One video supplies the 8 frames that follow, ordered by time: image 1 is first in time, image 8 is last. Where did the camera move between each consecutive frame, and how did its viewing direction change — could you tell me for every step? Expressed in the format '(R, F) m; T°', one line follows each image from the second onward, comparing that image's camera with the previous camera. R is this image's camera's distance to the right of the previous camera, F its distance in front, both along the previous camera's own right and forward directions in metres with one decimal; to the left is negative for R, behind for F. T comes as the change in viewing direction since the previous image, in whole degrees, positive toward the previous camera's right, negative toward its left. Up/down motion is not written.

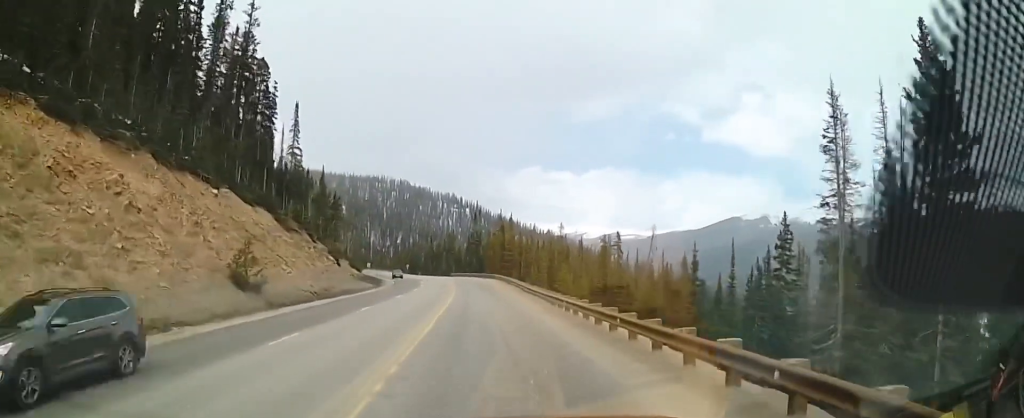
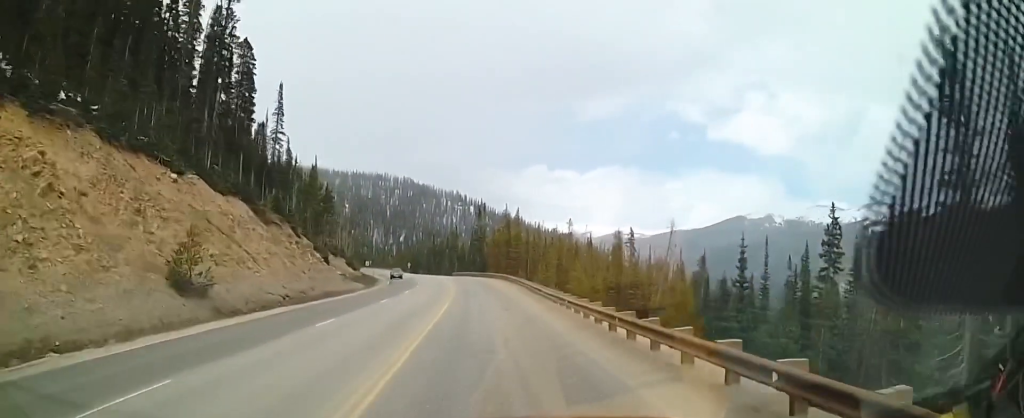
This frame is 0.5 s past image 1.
(-0.2, +7.4) m; -1°
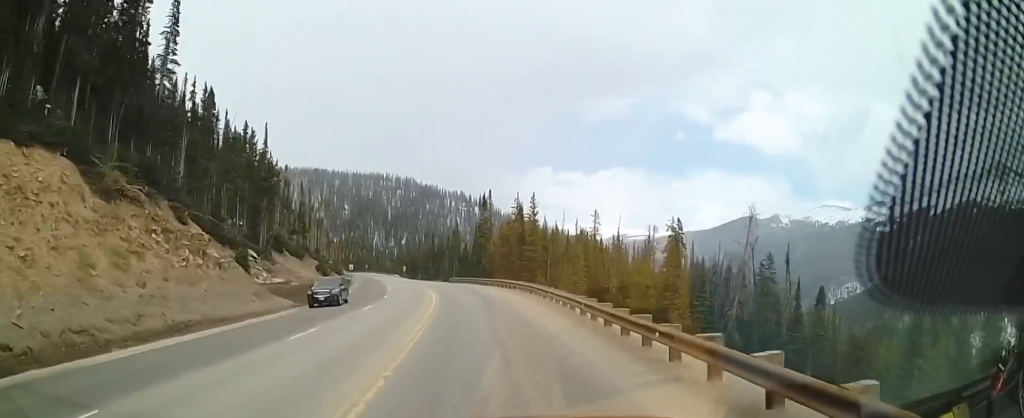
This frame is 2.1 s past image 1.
(-0.9, +25.5) m; -4°
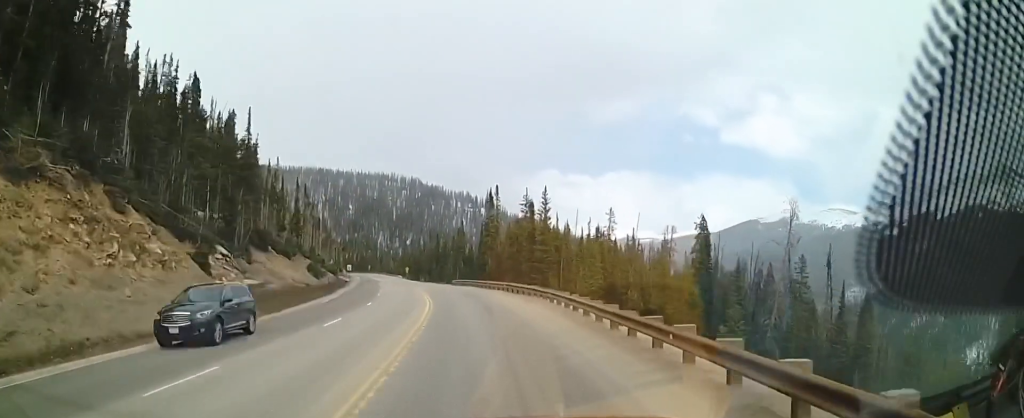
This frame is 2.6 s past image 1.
(-0.3, +7.9) m; -1°
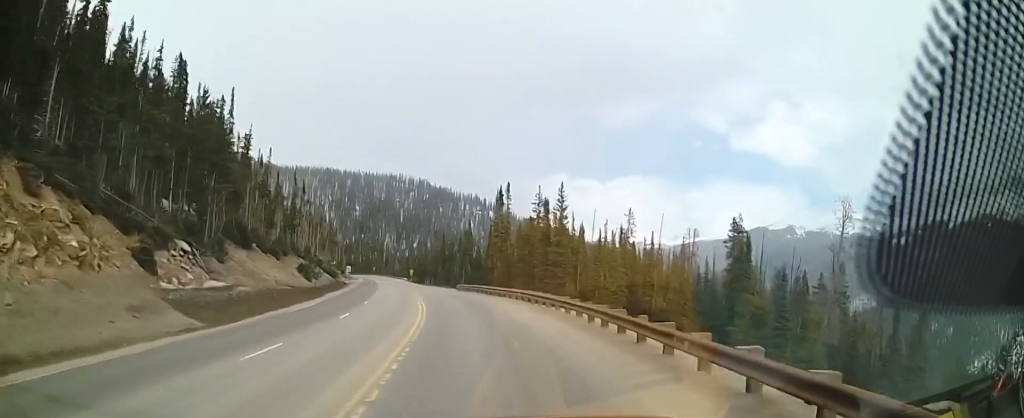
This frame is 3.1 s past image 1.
(+0.2, +7.8) m; 0°
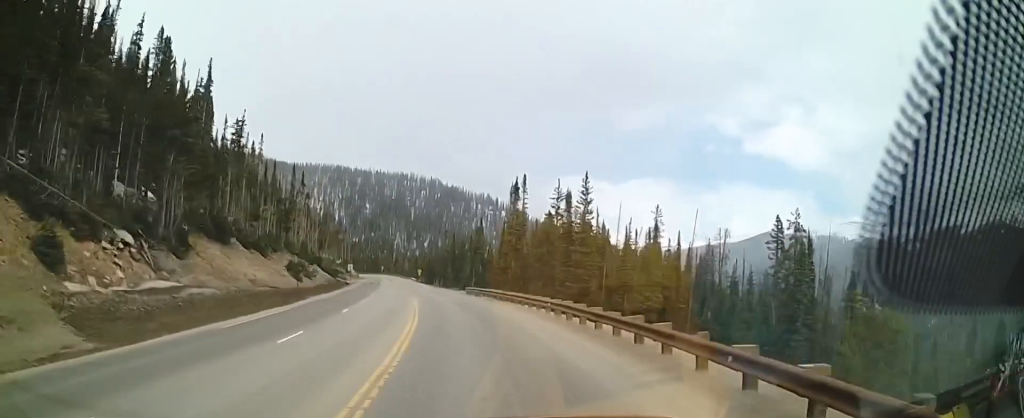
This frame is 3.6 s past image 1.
(+0.2, +8.9) m; 0°
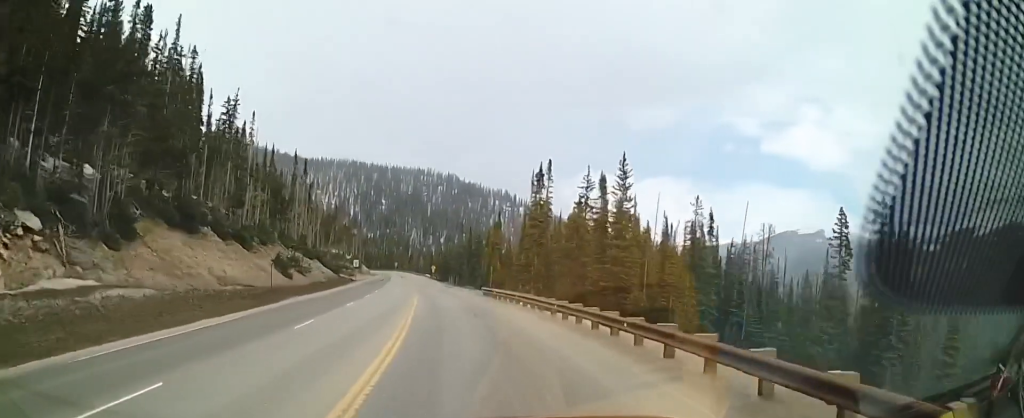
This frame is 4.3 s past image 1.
(-0.1, +9.6) m; -2°
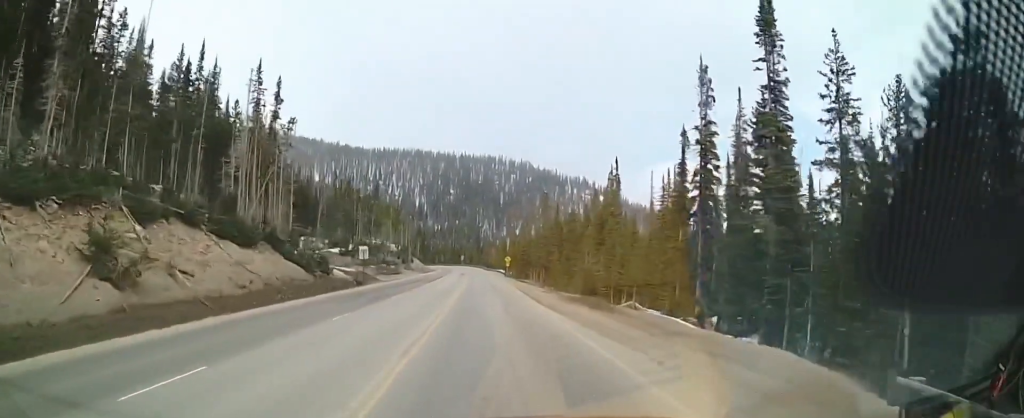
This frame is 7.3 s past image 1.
(-5.0, +46.2) m; -10°
